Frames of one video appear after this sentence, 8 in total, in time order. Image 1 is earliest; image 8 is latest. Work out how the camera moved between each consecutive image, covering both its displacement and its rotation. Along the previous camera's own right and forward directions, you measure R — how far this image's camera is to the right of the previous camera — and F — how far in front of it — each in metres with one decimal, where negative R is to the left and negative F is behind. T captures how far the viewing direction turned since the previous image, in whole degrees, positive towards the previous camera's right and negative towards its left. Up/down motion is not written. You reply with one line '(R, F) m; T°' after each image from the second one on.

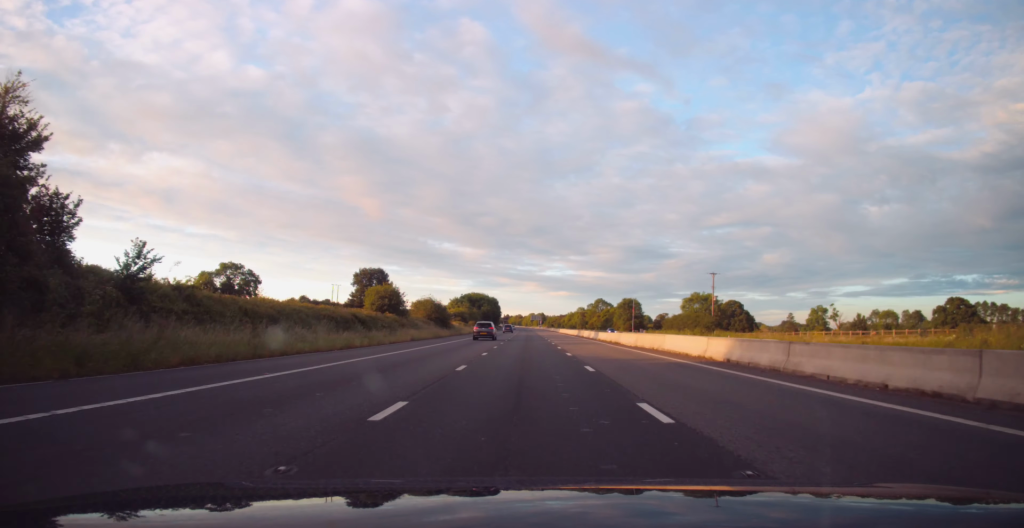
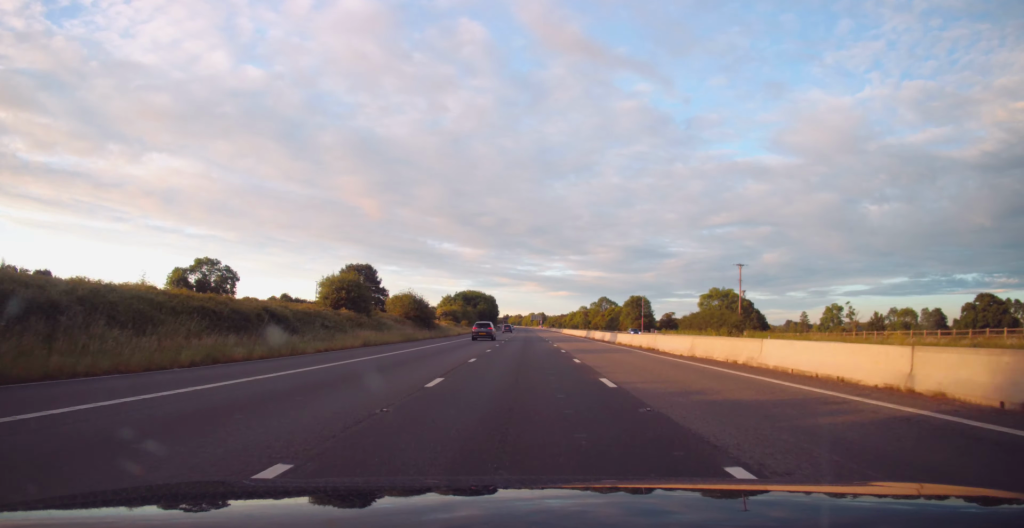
(-0.1, +14.1) m; 0°
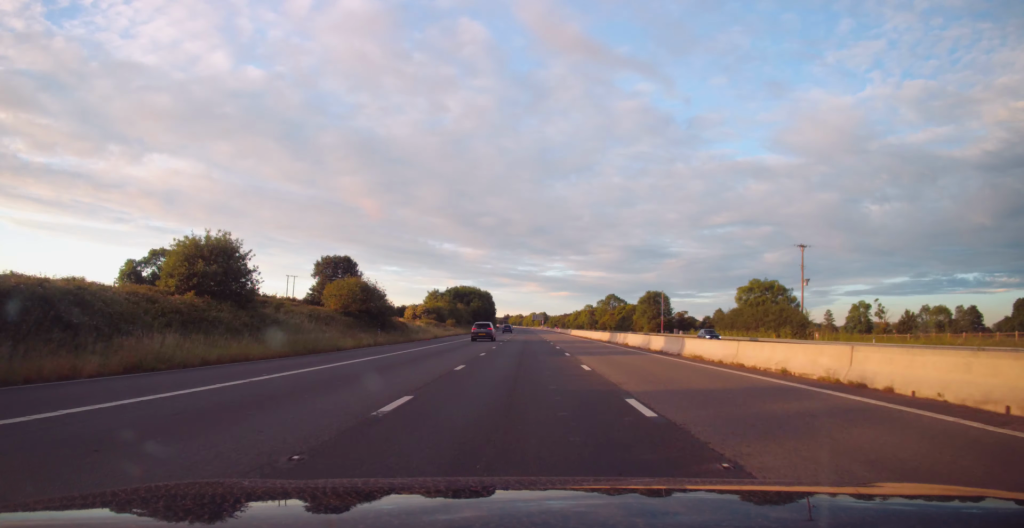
(0.0, +21.7) m; 0°
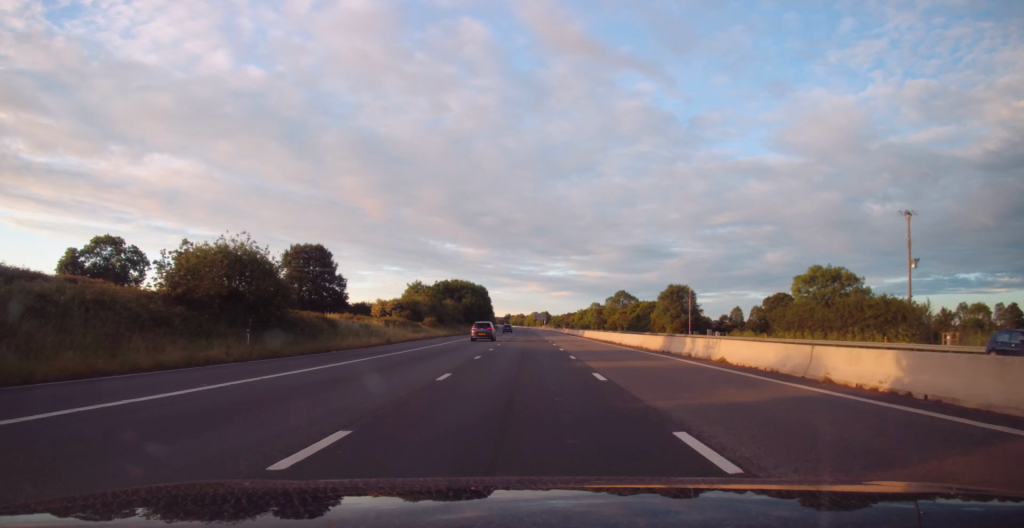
(0.0, +21.7) m; 0°
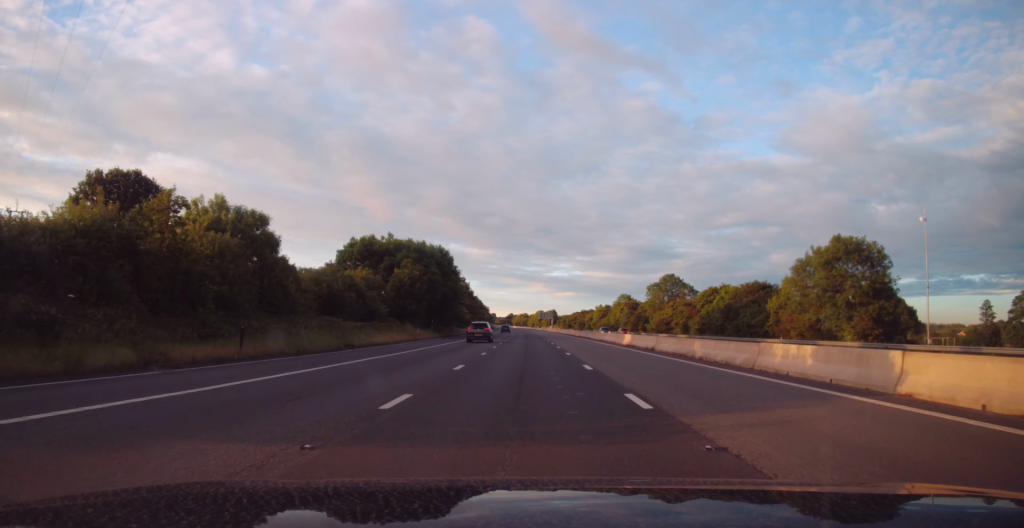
(-0.4, +68.2) m; 0°
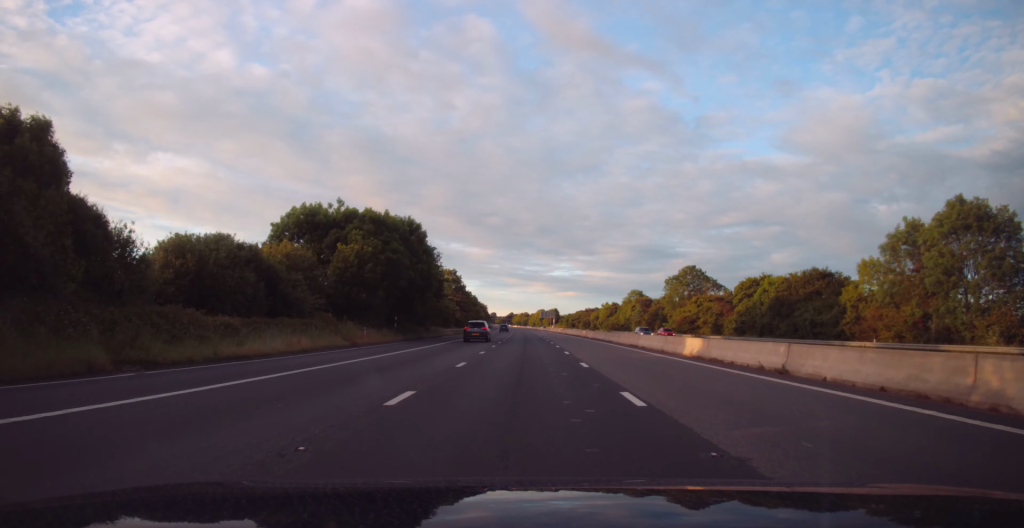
(0.0, +18.4) m; +1°
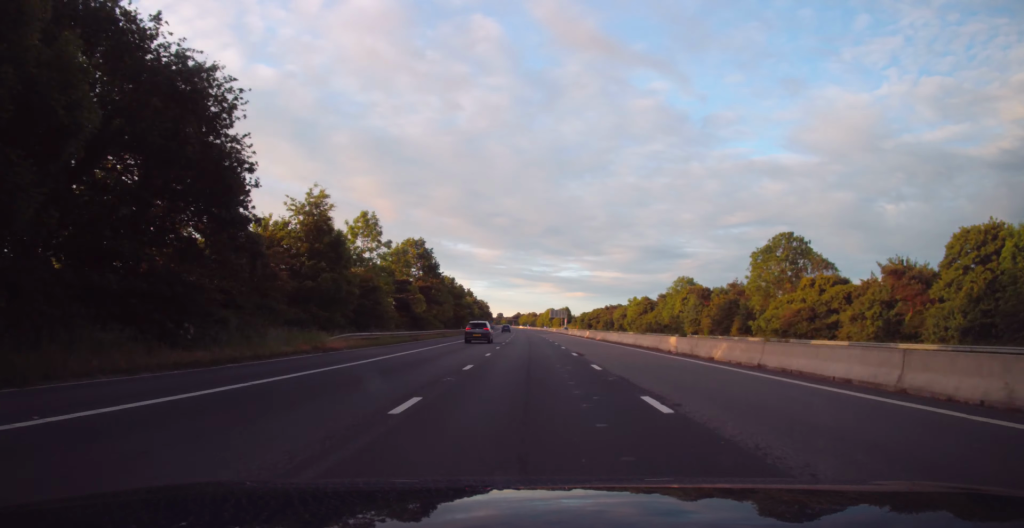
(+0.1, +45.3) m; -1°
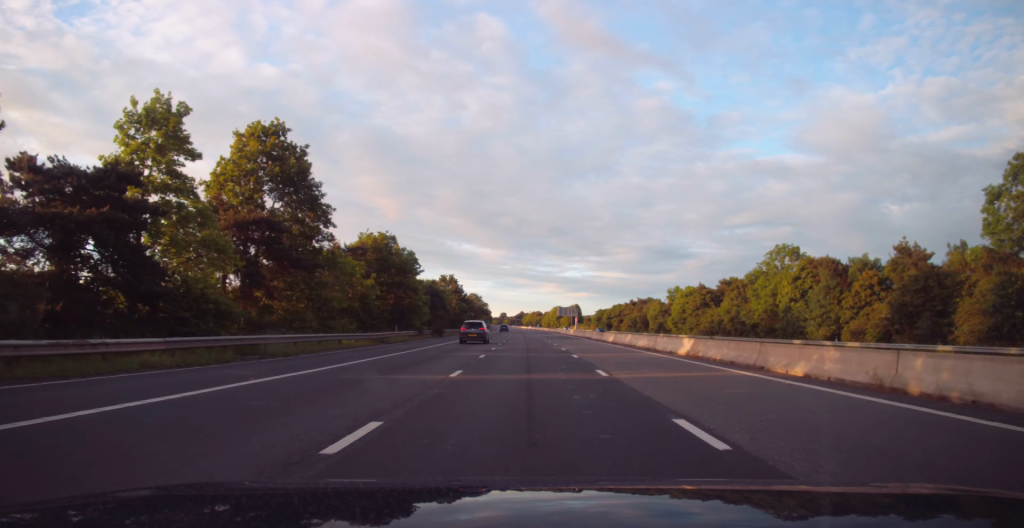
(-1.0, +47.6) m; -1°
